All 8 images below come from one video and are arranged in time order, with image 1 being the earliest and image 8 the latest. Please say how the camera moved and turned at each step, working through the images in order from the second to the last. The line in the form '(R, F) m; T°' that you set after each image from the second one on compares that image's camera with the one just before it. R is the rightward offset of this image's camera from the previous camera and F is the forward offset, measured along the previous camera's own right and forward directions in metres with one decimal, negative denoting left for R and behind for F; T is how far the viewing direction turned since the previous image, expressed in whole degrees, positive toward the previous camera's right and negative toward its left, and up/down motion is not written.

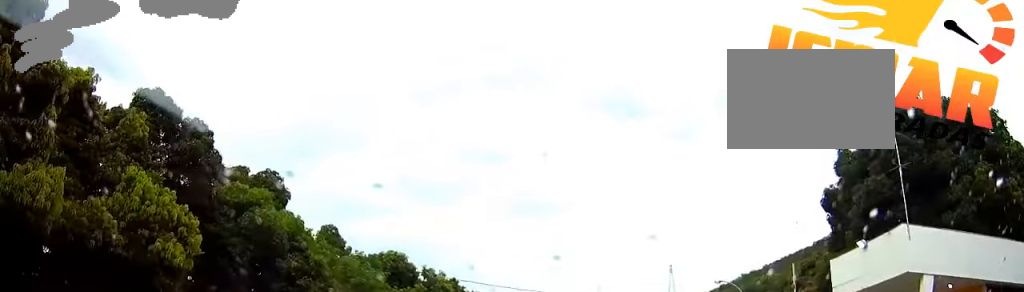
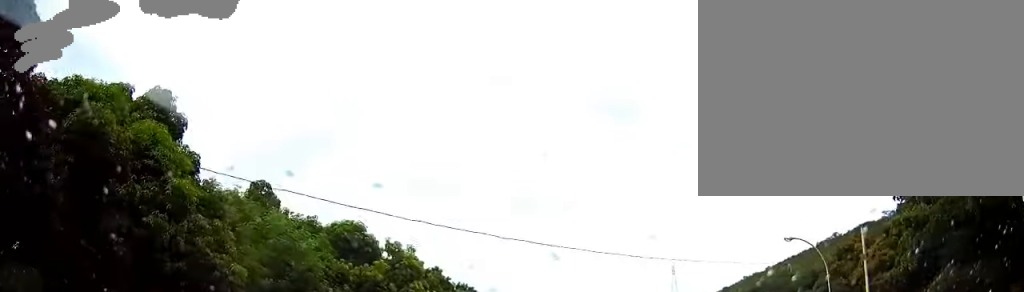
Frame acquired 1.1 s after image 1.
(+0.1, +12.9) m; 0°
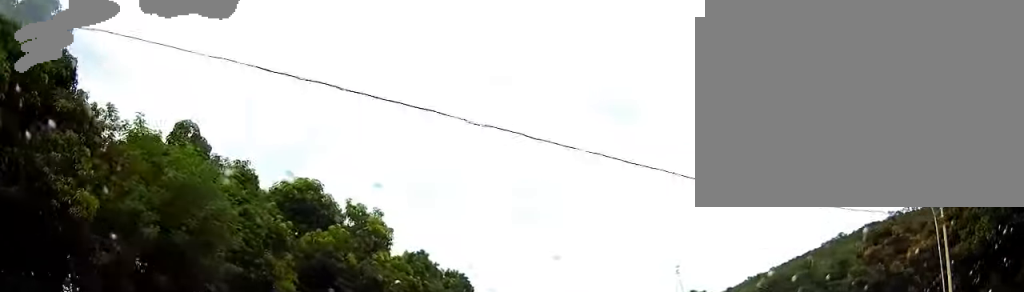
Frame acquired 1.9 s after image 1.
(-0.1, +9.3) m; -1°
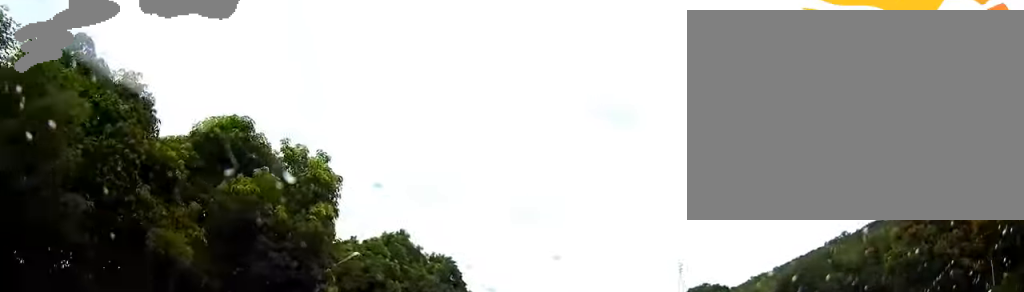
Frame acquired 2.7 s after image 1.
(0.0, +9.1) m; 0°
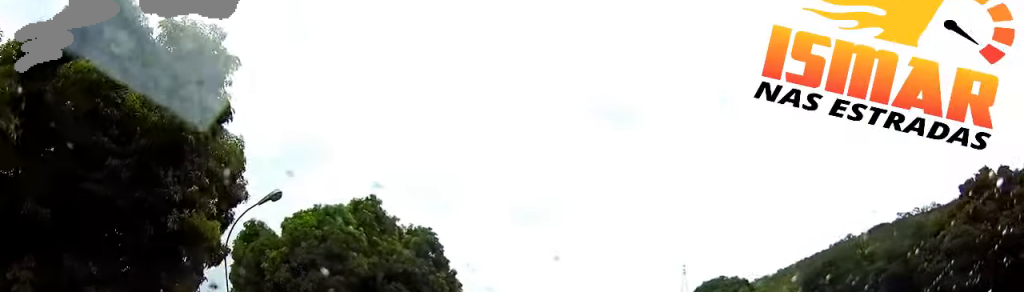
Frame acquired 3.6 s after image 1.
(0.0, +10.1) m; 0°
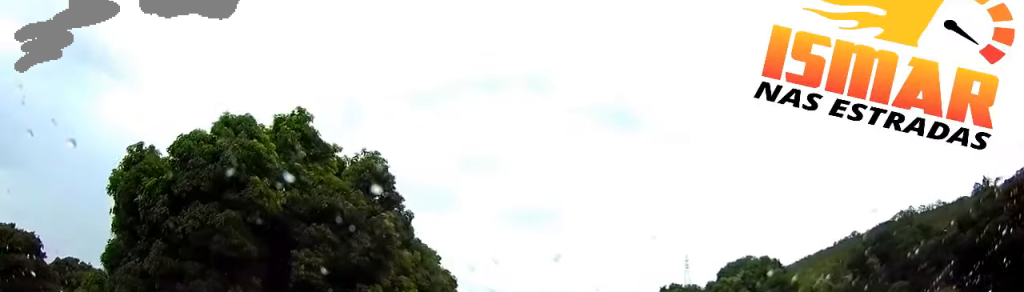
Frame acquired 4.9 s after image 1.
(+0.1, +14.5) m; 0°
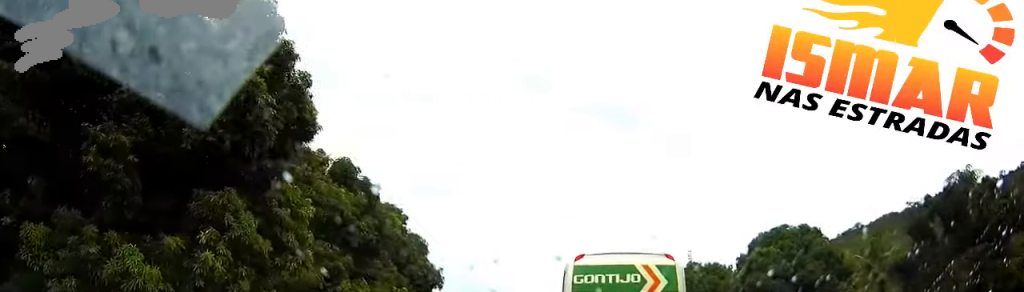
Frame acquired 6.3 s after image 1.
(-0.1, +13.9) m; +1°
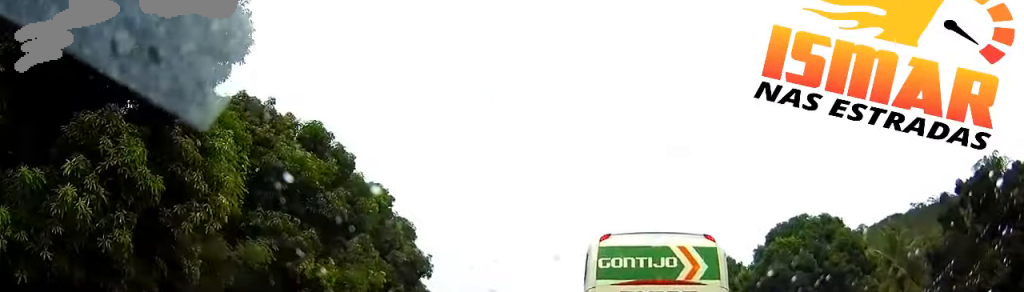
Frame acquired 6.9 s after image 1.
(0.0, +5.3) m; +1°
